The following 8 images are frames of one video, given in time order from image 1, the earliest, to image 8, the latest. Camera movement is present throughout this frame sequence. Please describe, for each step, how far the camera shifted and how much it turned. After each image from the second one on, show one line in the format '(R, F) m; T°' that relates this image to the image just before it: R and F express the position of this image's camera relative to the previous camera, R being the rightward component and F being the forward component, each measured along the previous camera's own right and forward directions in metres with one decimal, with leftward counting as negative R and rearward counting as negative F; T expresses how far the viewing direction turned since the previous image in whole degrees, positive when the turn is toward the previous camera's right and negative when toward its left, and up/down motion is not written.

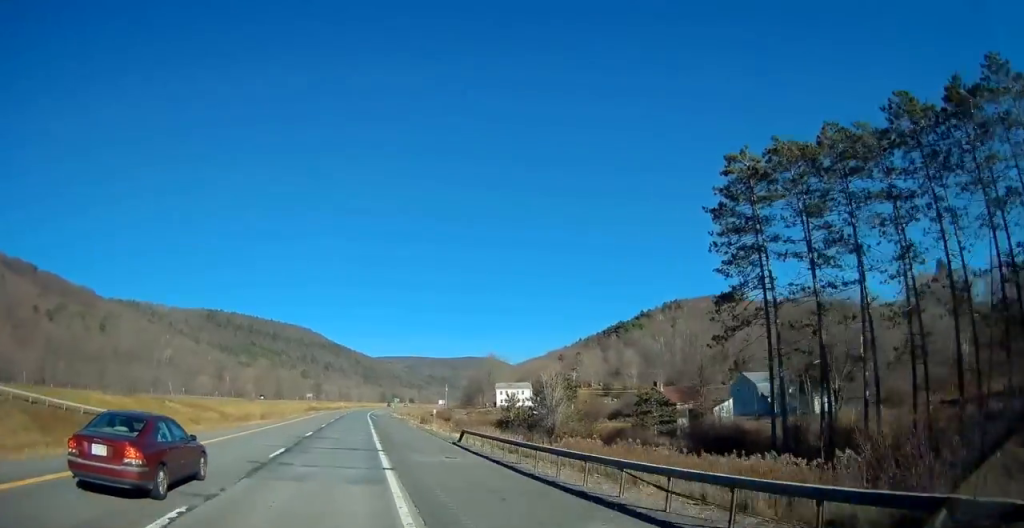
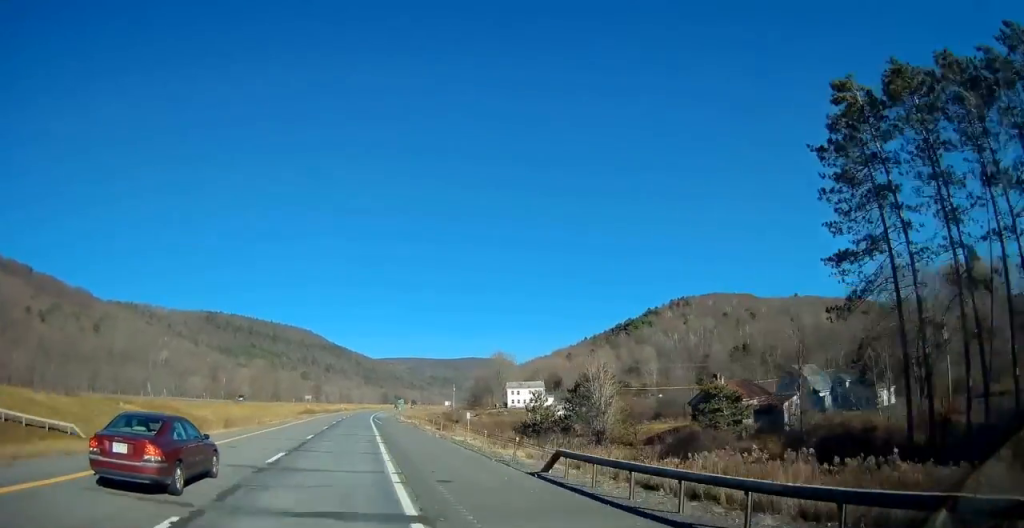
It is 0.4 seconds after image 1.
(0.0, +13.1) m; 0°
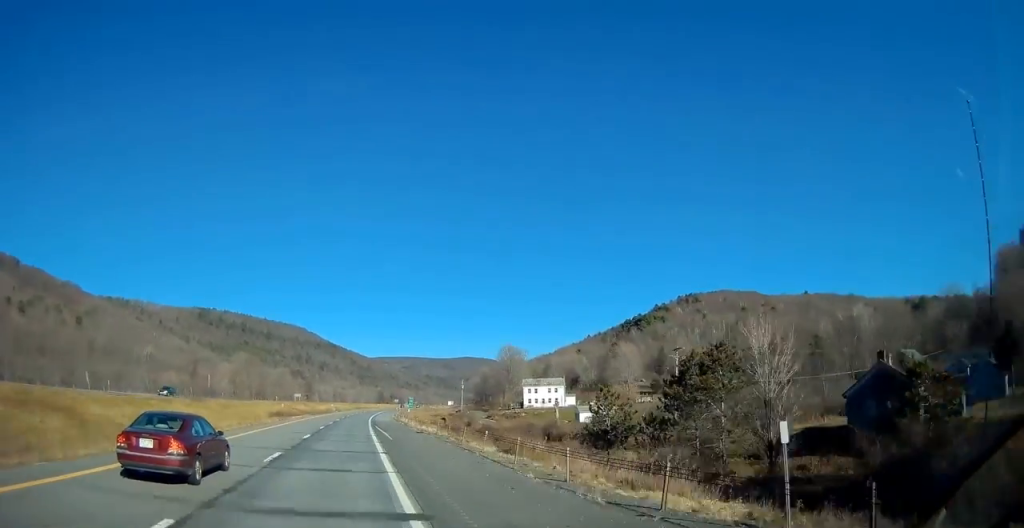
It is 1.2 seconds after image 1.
(0.0, +24.2) m; 0°
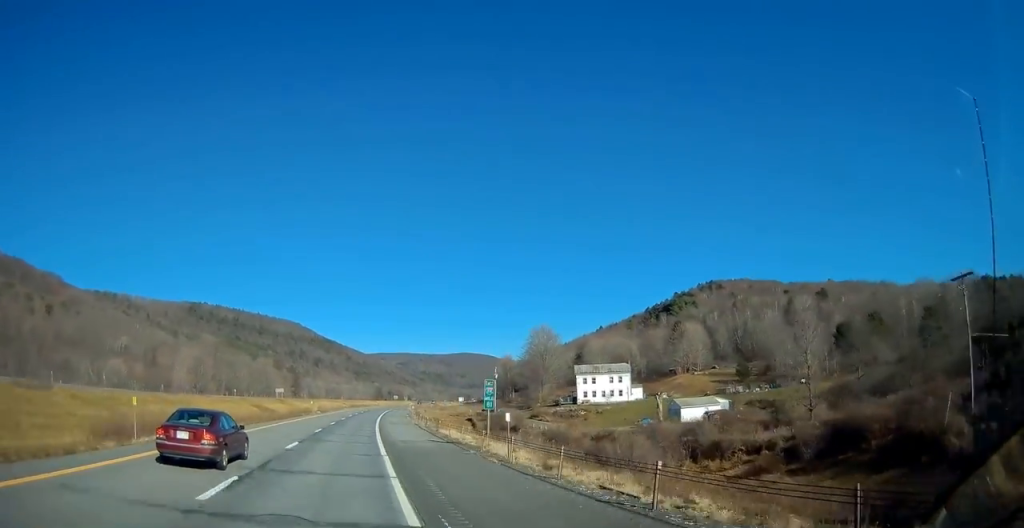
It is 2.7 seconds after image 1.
(0.0, +43.3) m; 0°
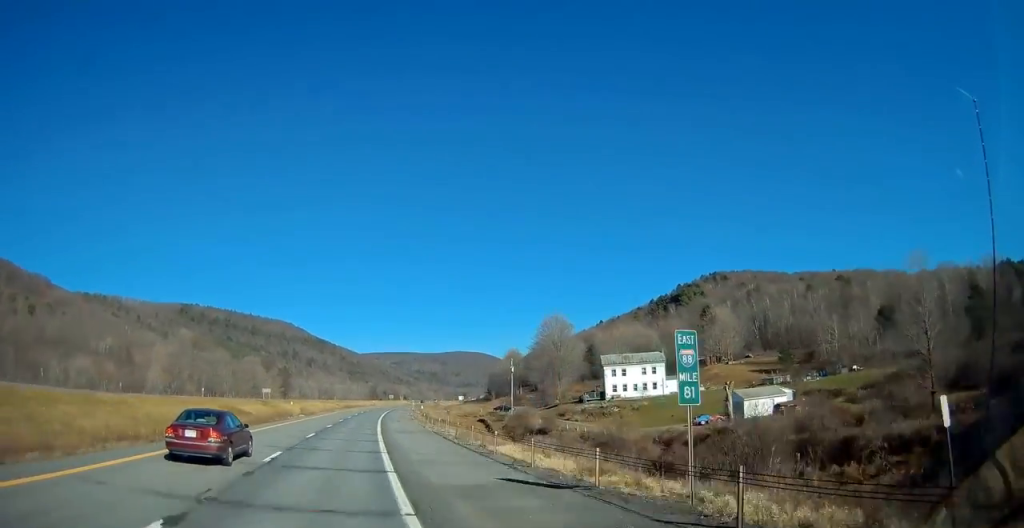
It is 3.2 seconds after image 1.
(+0.1, +17.1) m; 0°
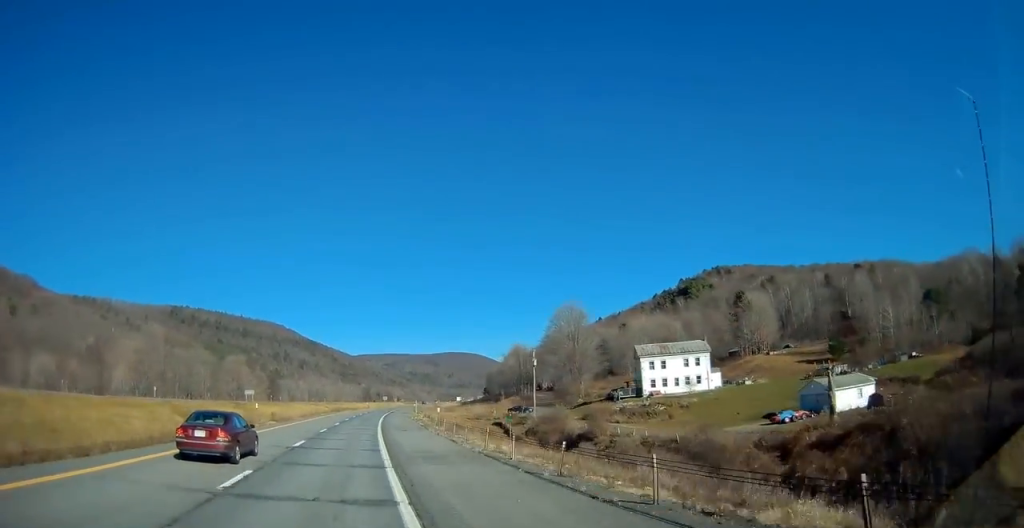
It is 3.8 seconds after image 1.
(+0.1, +17.1) m; +1°
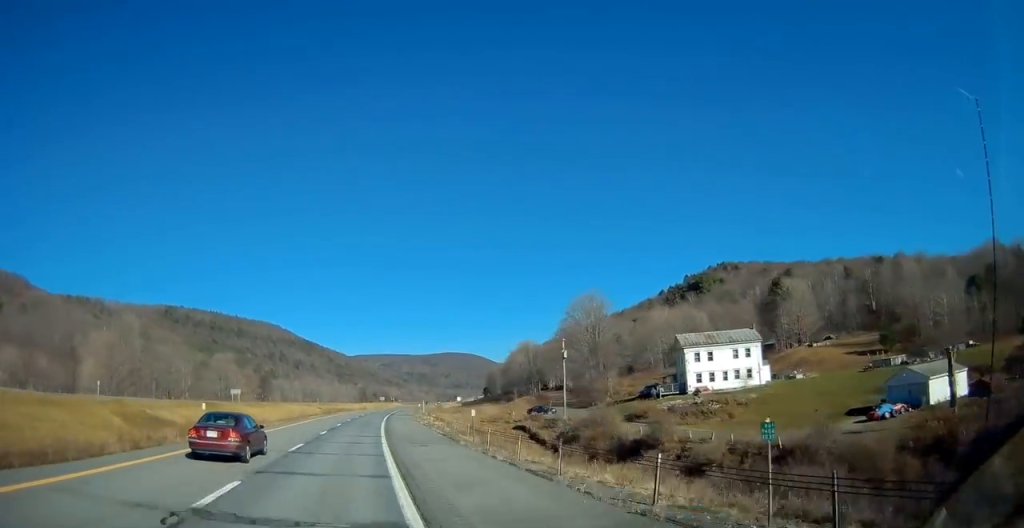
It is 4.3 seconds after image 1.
(0.0, +14.1) m; +1°
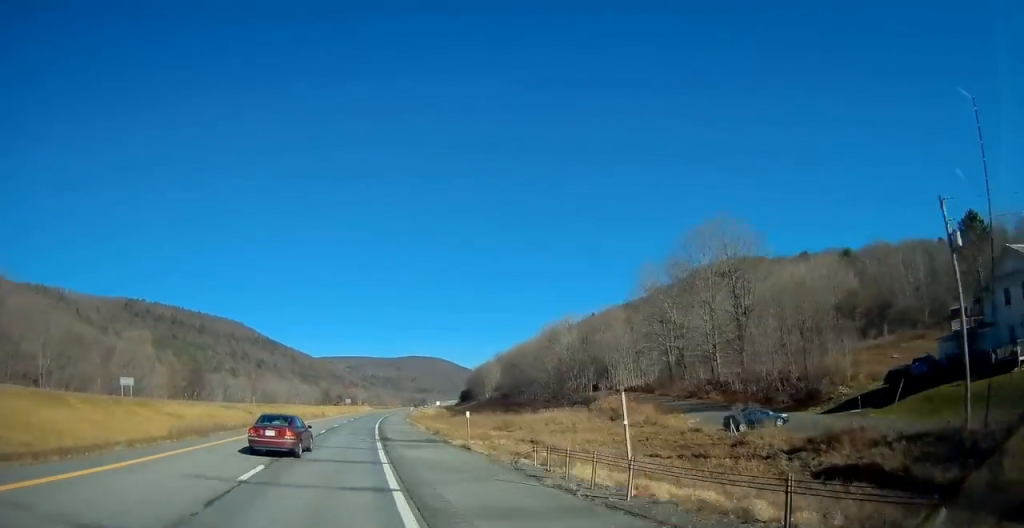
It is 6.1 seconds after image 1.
(+1.8, +56.5) m; +4°
